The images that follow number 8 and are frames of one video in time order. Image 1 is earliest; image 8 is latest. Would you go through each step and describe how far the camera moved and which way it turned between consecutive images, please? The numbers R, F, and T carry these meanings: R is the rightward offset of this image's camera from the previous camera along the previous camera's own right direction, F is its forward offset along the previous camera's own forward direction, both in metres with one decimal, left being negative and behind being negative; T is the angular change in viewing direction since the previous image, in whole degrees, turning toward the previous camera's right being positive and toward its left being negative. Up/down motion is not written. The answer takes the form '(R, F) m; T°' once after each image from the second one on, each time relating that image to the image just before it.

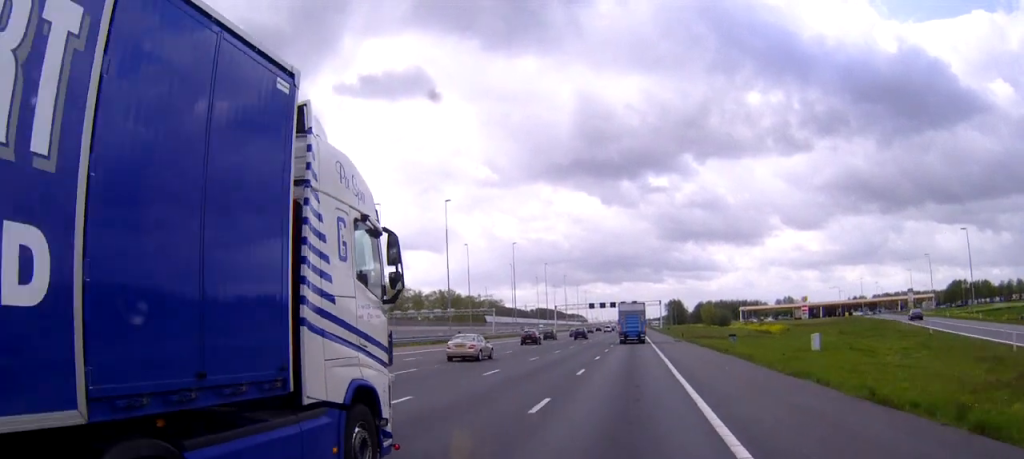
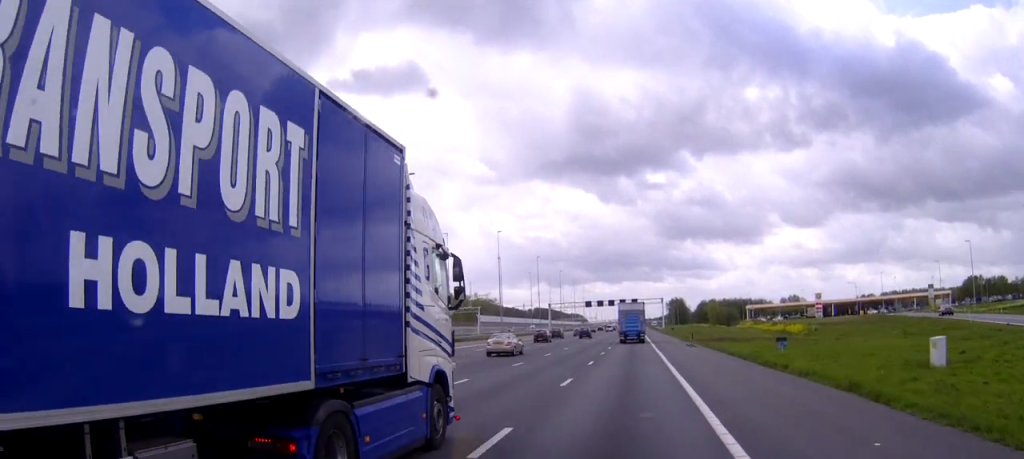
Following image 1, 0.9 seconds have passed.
(-0.1, +17.3) m; 0°
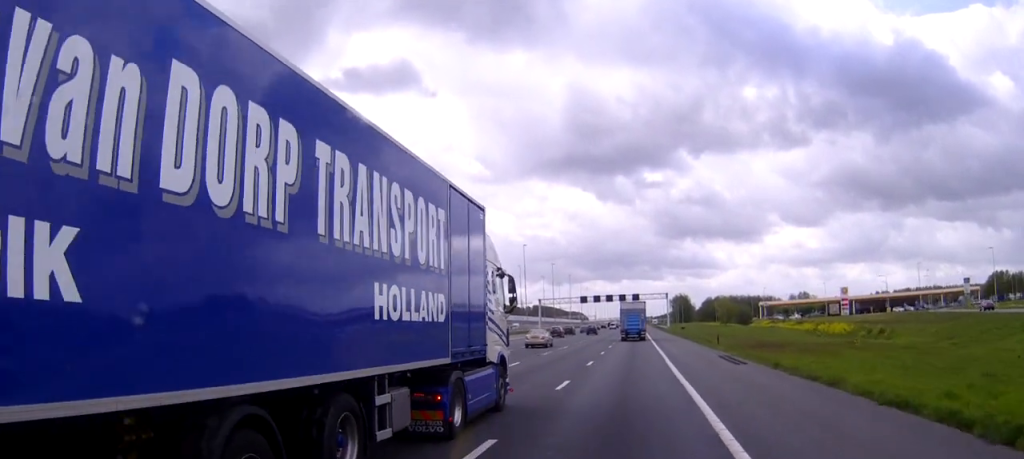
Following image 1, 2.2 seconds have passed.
(0.0, +25.6) m; 0°
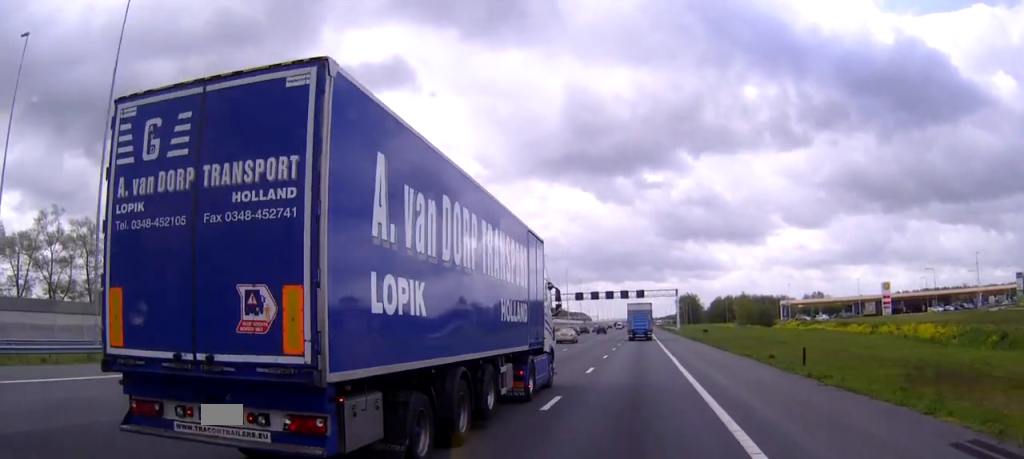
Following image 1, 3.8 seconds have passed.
(-0.1, +29.1) m; 0°
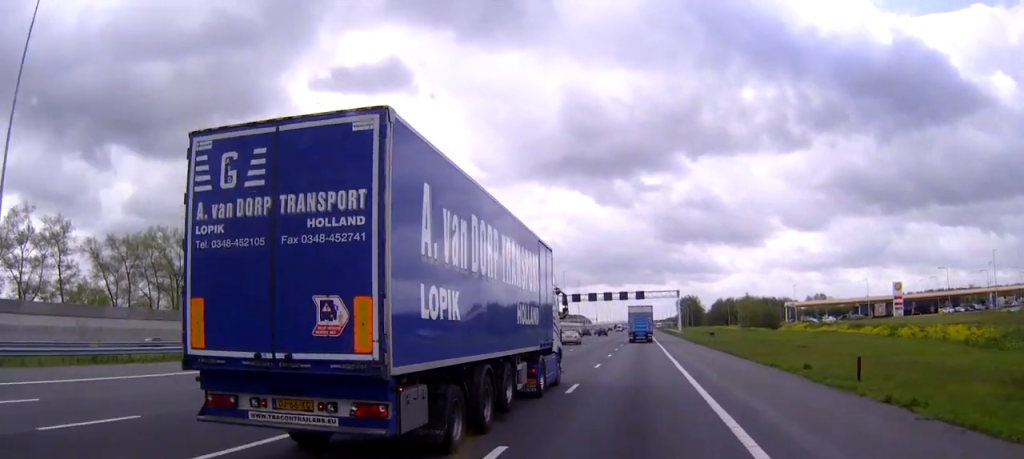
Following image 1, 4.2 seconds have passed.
(0.0, +7.6) m; 0°
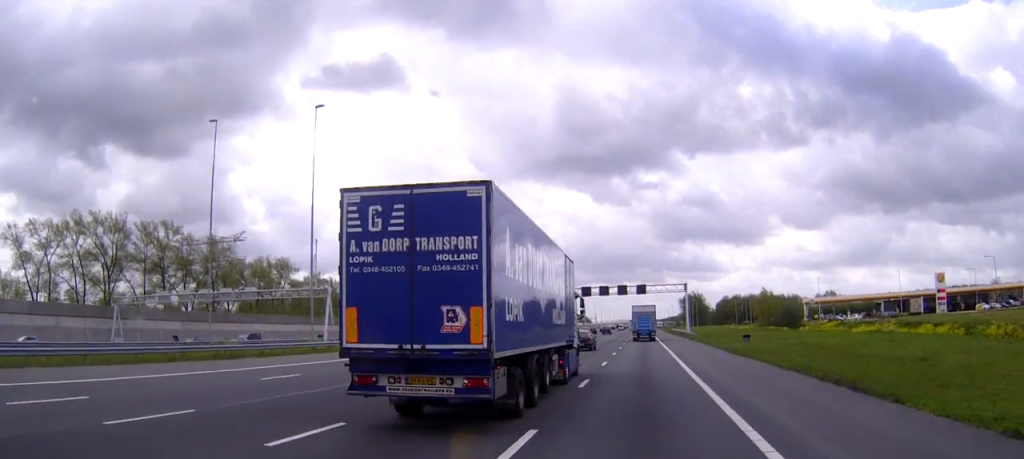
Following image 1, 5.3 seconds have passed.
(0.0, +22.0) m; 0°
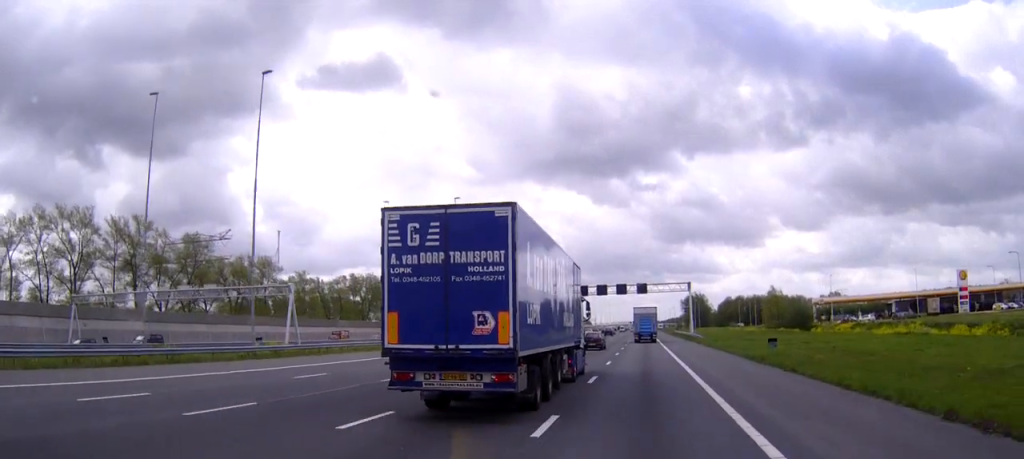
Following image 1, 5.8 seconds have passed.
(0.0, +9.5) m; 0°
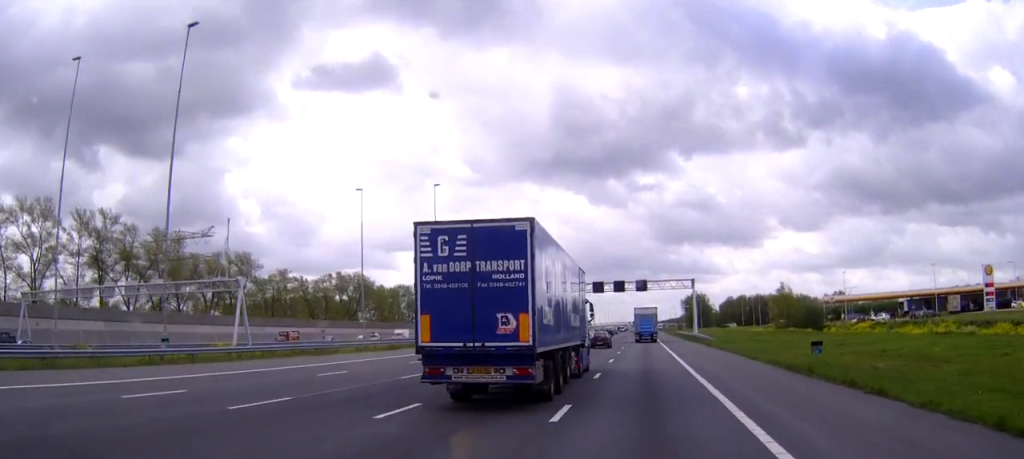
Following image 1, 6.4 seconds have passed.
(0.0, +10.2) m; 0°
